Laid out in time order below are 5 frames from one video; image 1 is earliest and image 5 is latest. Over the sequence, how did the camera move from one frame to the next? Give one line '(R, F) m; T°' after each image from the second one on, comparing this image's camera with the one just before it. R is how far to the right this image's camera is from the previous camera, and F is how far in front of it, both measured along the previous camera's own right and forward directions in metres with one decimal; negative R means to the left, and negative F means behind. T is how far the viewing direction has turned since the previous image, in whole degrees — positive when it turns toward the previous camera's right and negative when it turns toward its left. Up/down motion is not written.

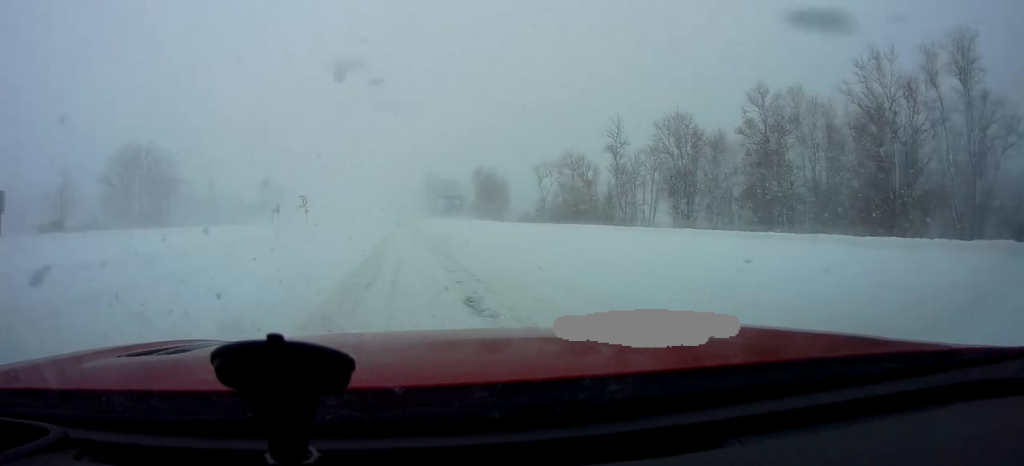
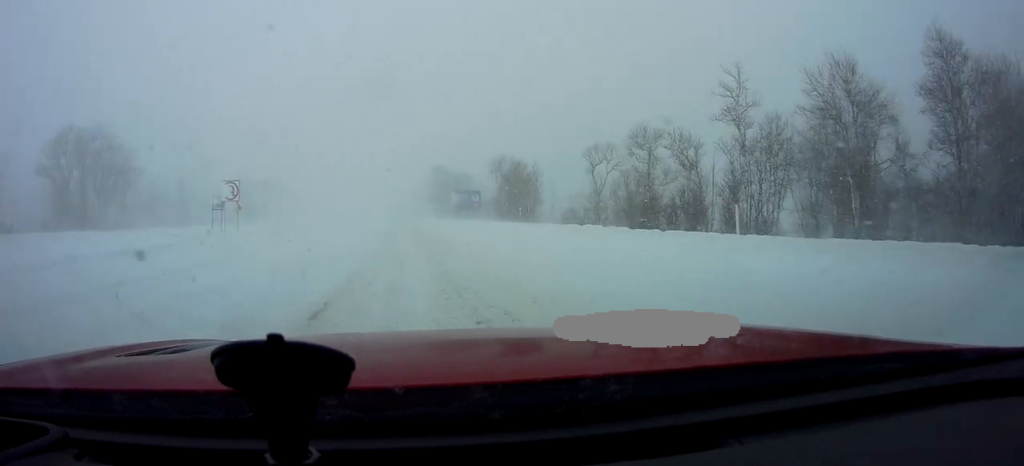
(+0.2, +24.8) m; -1°
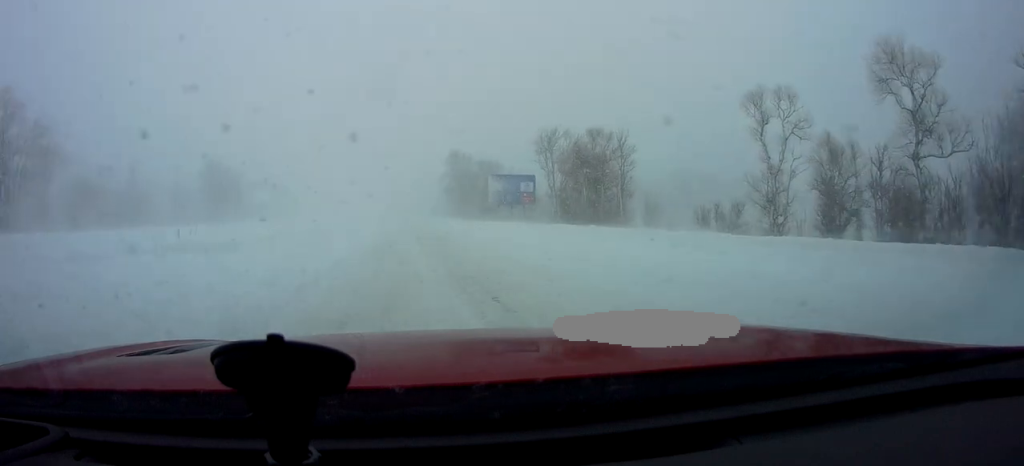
(-0.2, +32.6) m; +1°
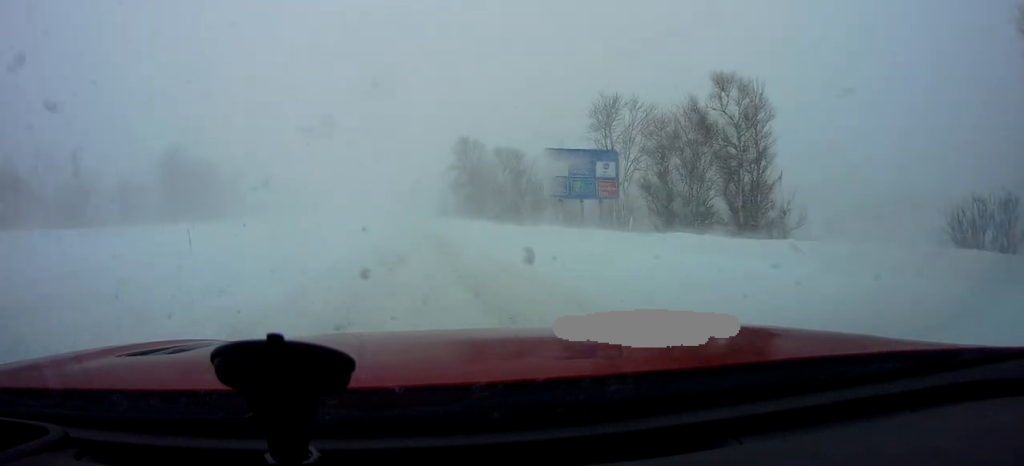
(-0.7, +22.8) m; -3°
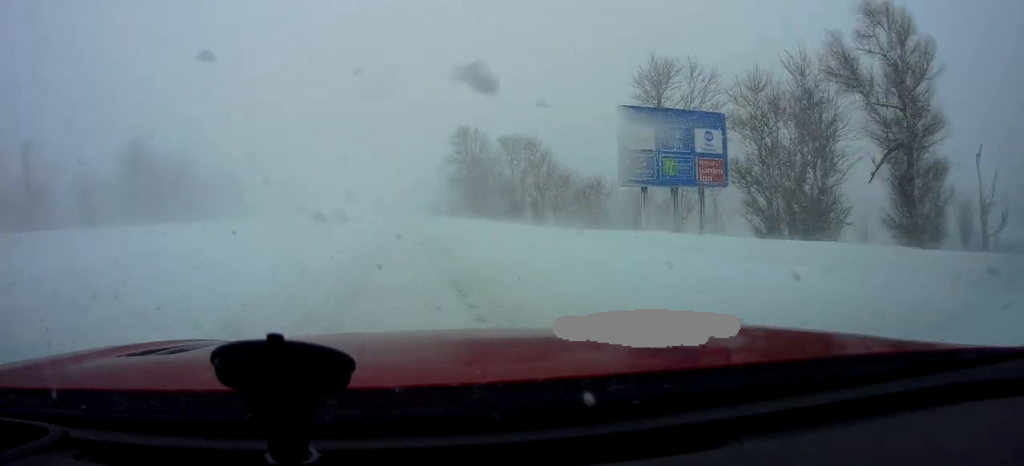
(+0.1, +12.8) m; +1°
